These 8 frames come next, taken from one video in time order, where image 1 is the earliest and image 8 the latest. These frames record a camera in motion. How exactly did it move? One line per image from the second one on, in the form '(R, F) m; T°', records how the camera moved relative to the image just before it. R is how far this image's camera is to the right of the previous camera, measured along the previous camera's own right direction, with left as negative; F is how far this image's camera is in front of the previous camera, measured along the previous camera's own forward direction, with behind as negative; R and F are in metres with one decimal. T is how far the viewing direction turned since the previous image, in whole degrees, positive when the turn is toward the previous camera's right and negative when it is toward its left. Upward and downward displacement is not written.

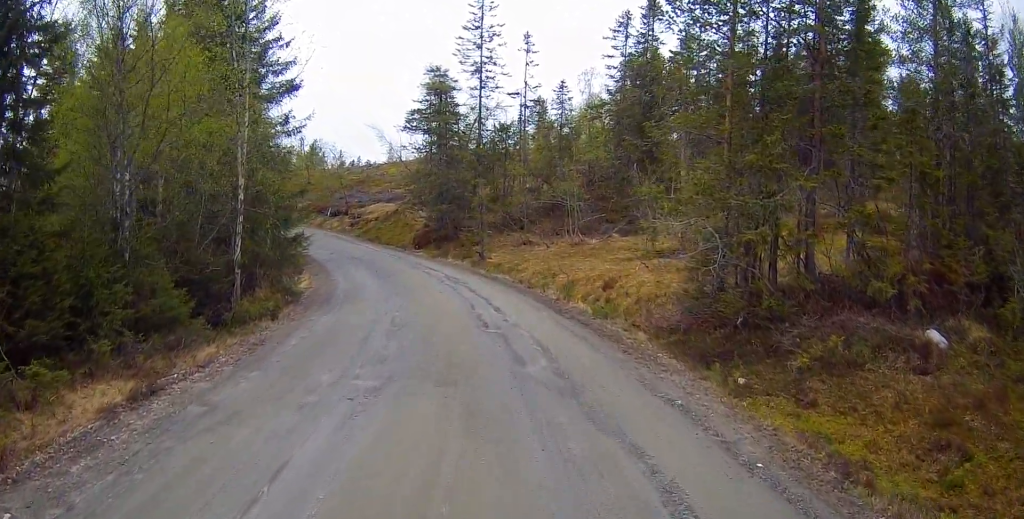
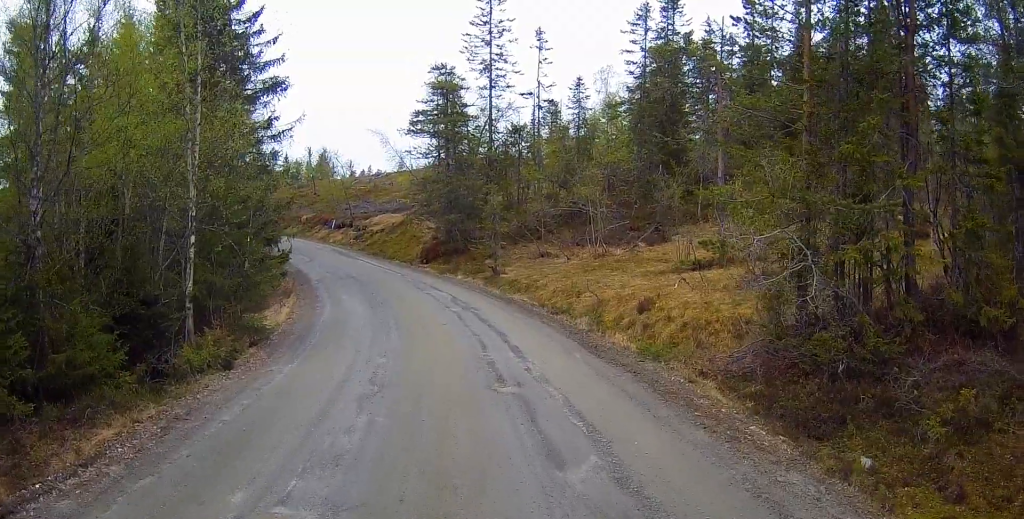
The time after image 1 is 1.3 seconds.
(-0.6, +3.4) m; -7°
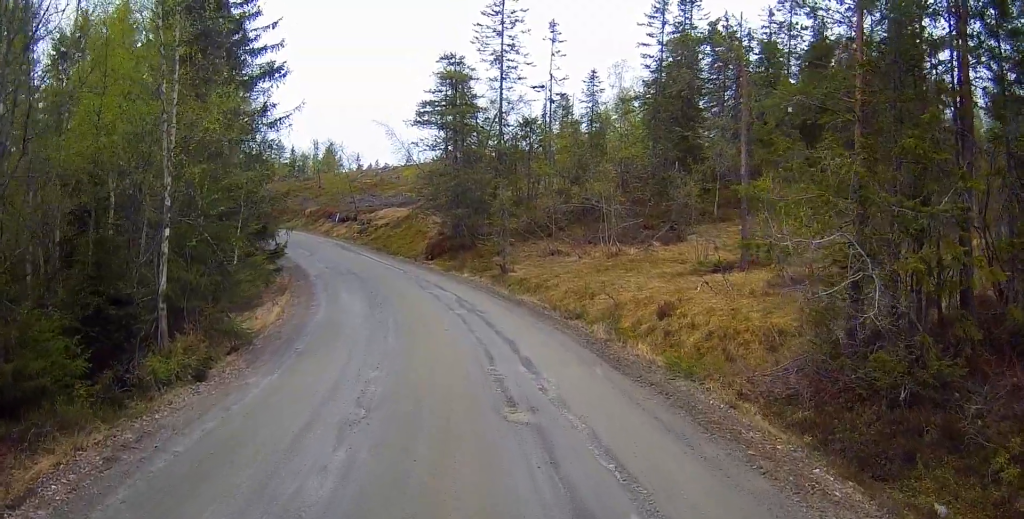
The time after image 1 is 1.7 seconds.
(-0.1, +1.3) m; +4°
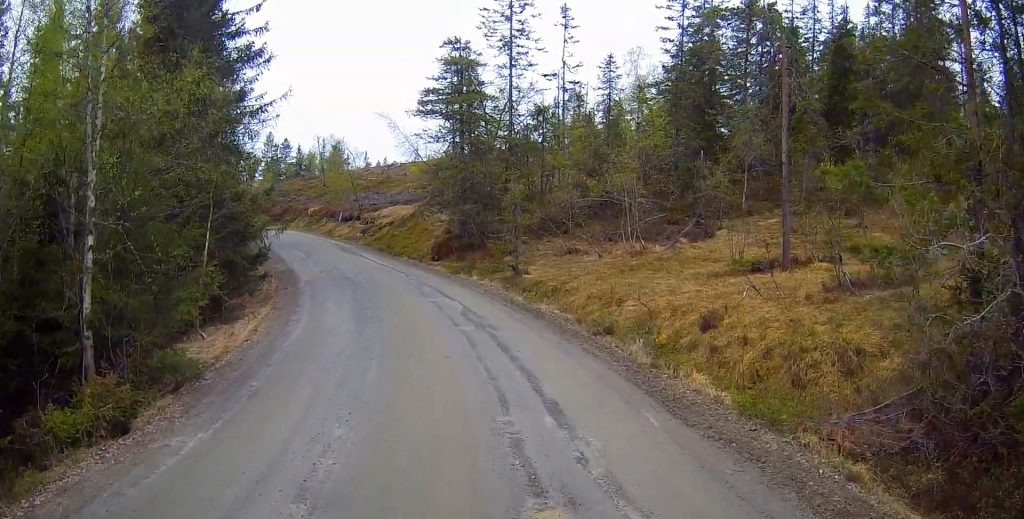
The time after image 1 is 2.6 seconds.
(+0.3, +2.2) m; +3°
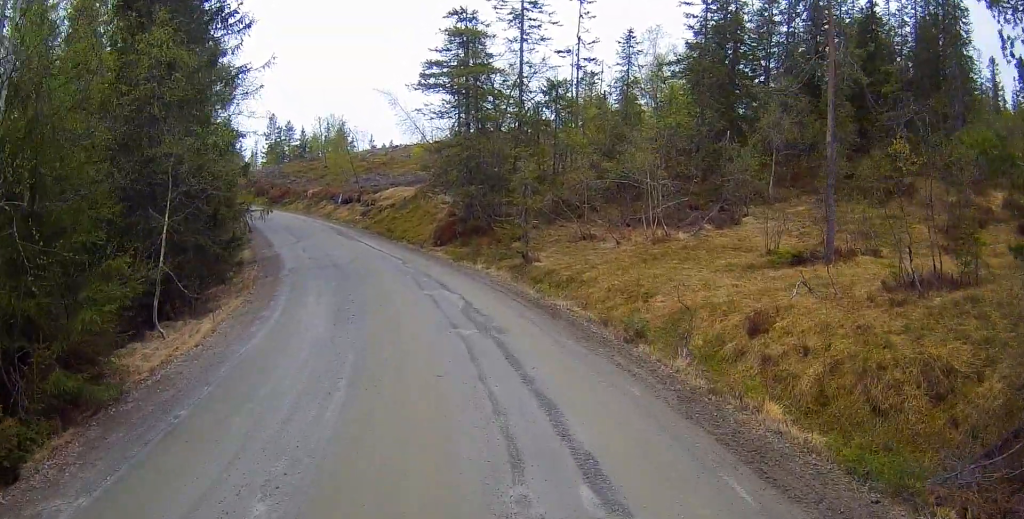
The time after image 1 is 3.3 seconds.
(0.0, +2.0) m; -2°
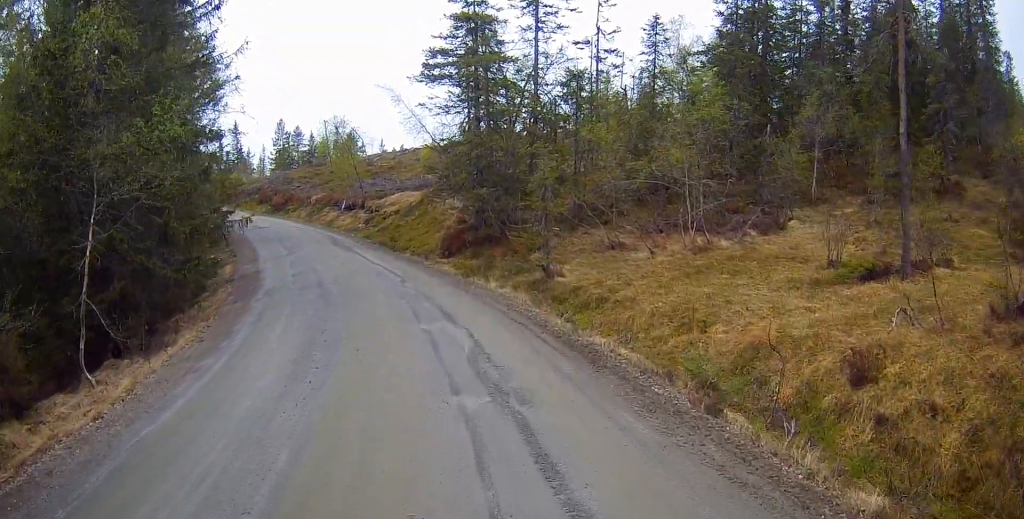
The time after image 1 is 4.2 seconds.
(-0.2, +2.9) m; -6°
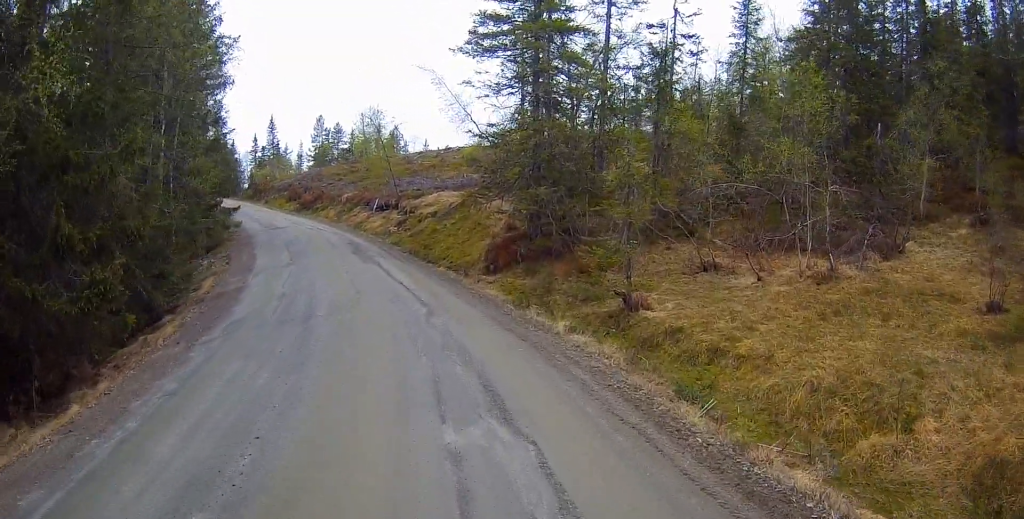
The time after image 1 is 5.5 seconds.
(-0.3, +4.9) m; -4°
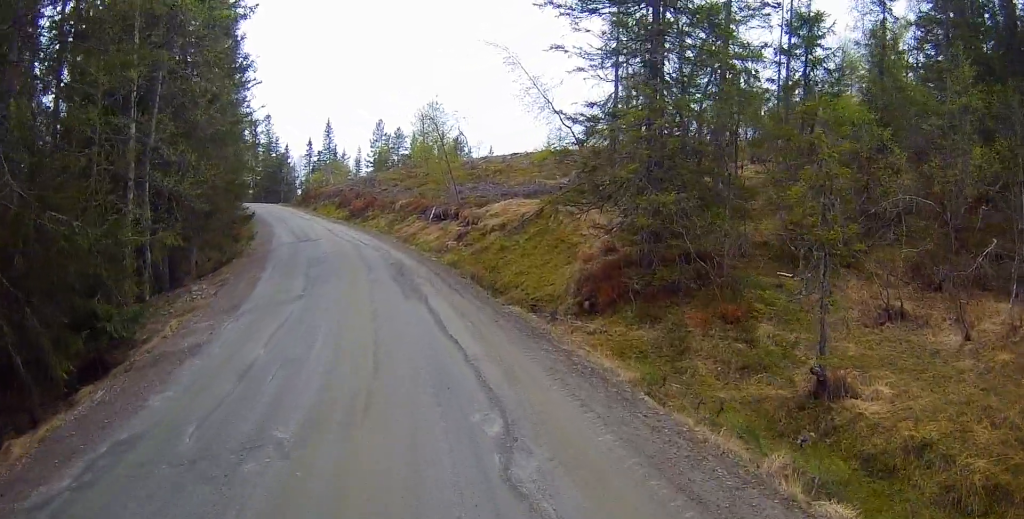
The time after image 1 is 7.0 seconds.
(0.0, +6.5) m; -10°
